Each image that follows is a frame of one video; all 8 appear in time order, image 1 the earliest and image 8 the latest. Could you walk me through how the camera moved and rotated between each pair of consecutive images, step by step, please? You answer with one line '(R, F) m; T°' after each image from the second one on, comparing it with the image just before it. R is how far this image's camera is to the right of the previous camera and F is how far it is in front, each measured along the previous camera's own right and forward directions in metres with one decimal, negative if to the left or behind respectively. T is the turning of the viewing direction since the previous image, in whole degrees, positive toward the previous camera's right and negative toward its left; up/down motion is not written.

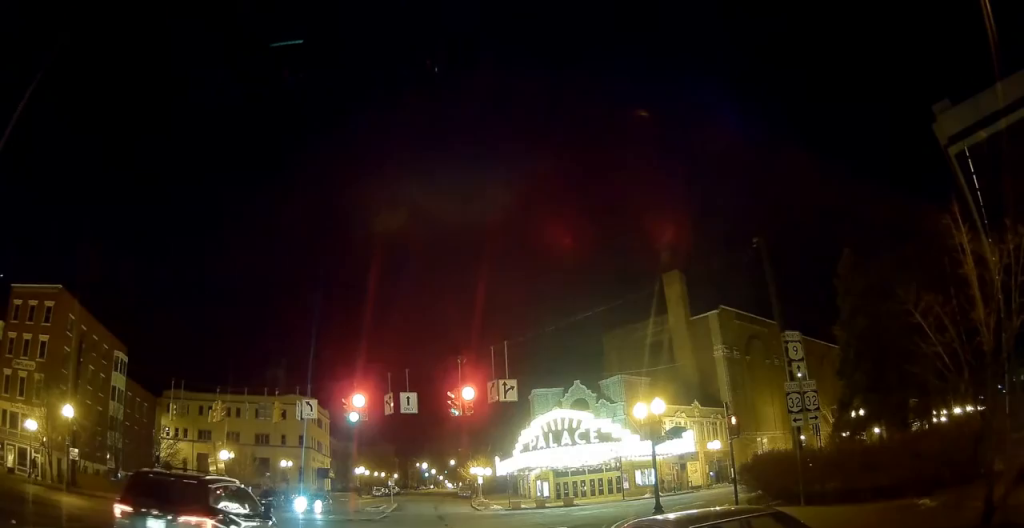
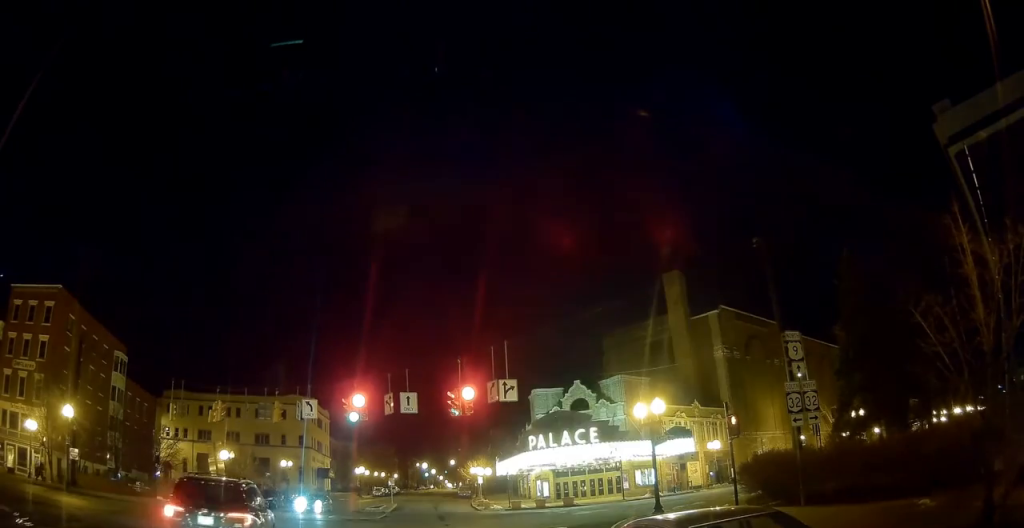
(0.0, 0.0) m; 0°
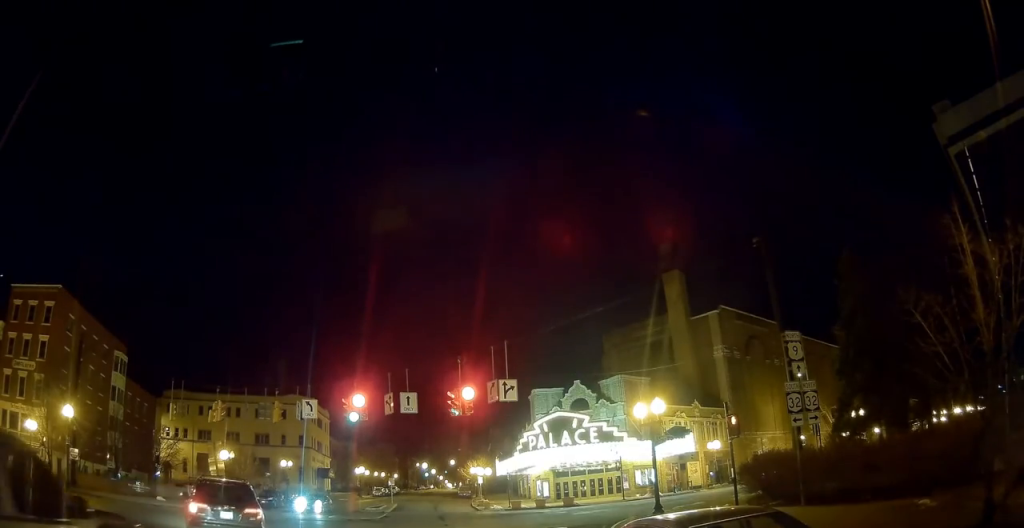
(0.0, 0.0) m; 0°
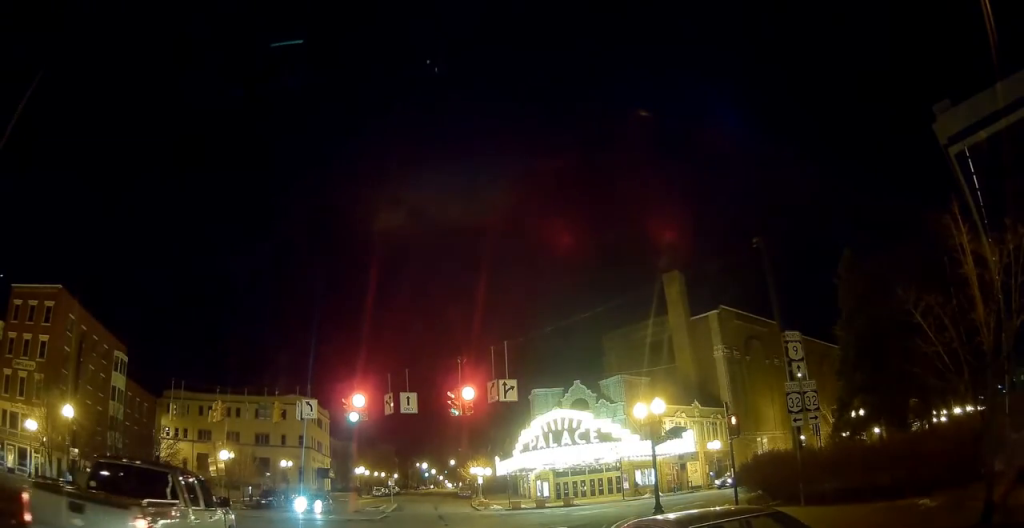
(0.0, +0.1) m; 0°
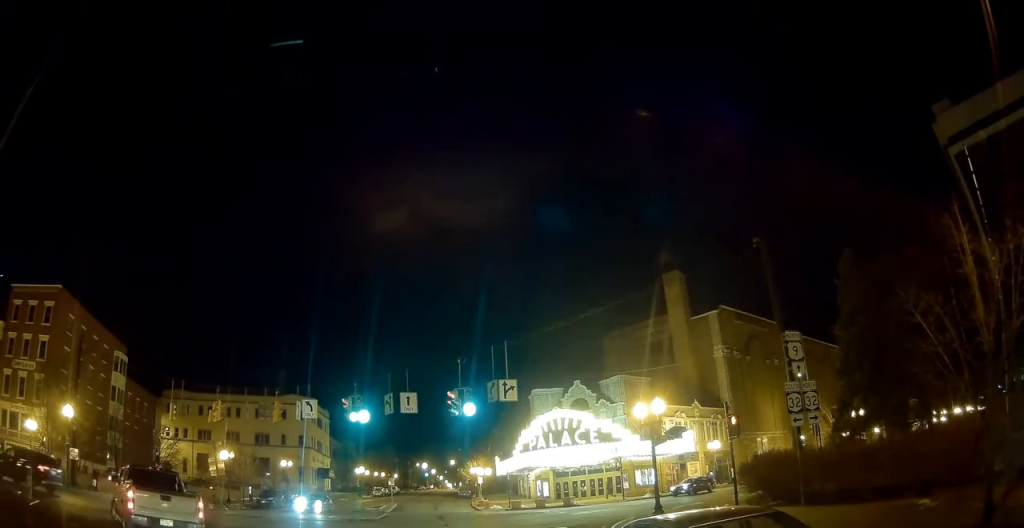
(0.0, +0.3) m; 0°
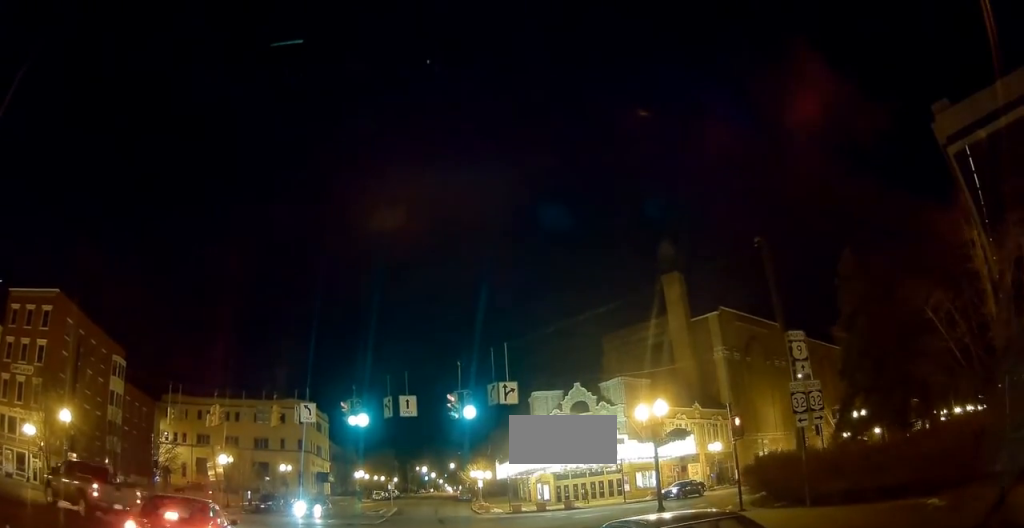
(0.0, +0.4) m; 0°
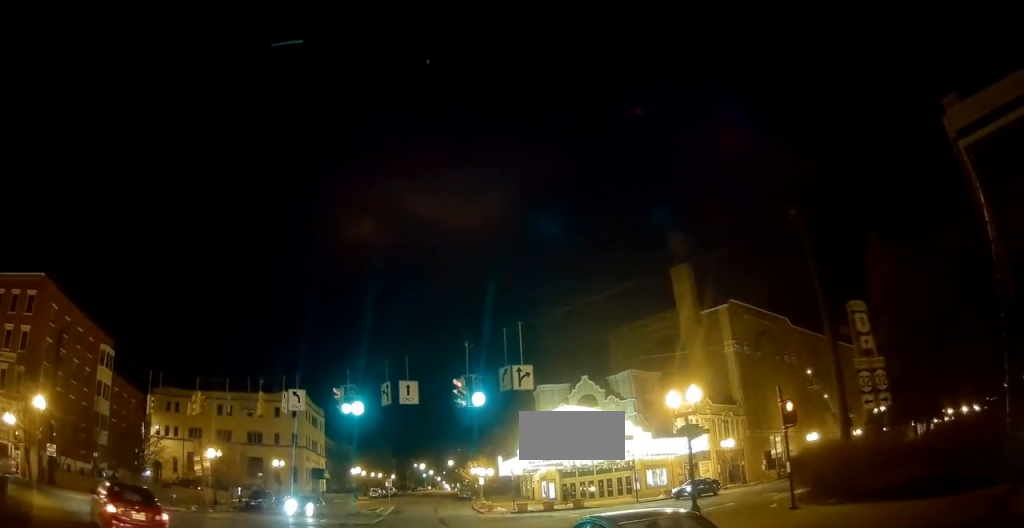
(0.0, +1.5) m; -3°
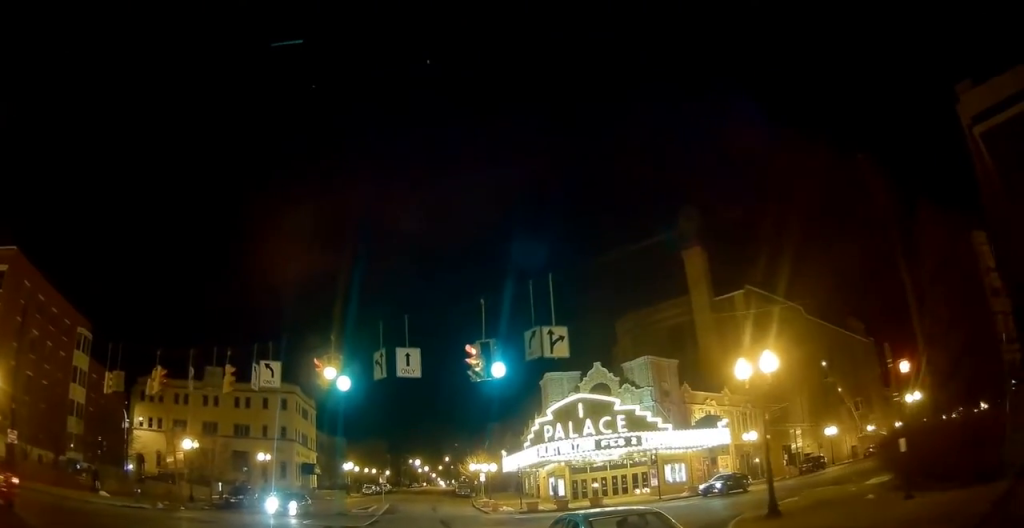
(-0.1, +3.7) m; +5°
